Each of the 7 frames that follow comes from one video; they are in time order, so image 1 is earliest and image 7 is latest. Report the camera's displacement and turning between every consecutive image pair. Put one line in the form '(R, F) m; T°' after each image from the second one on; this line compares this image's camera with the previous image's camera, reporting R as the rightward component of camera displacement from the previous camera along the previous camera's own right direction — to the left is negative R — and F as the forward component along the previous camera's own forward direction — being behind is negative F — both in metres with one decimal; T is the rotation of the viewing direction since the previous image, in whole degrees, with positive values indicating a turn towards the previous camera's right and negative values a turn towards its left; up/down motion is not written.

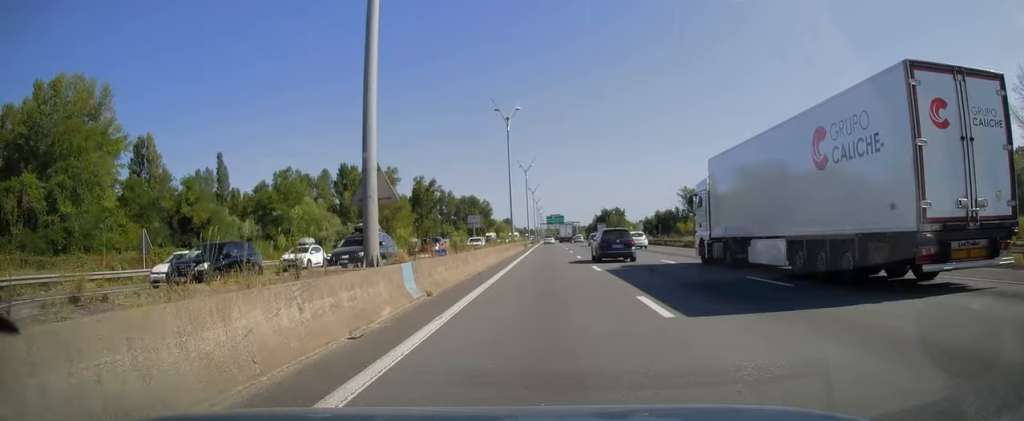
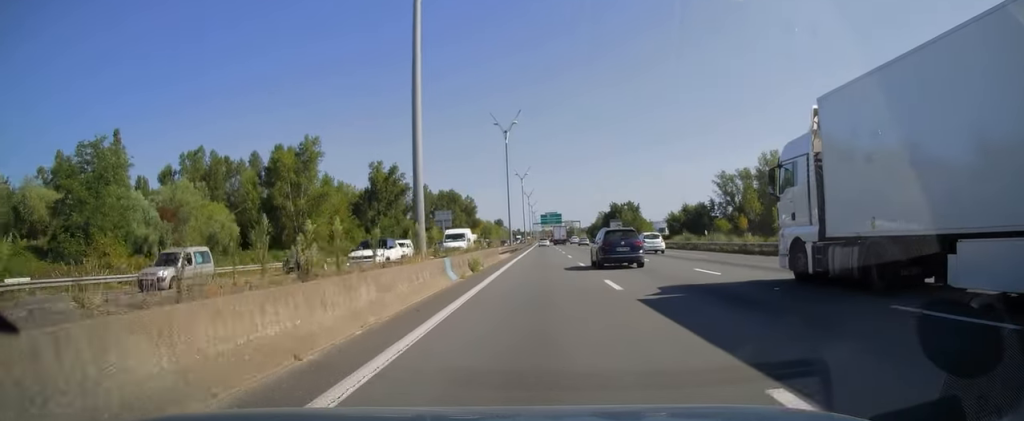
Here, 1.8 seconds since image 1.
(+0.4, +46.6) m; +1°
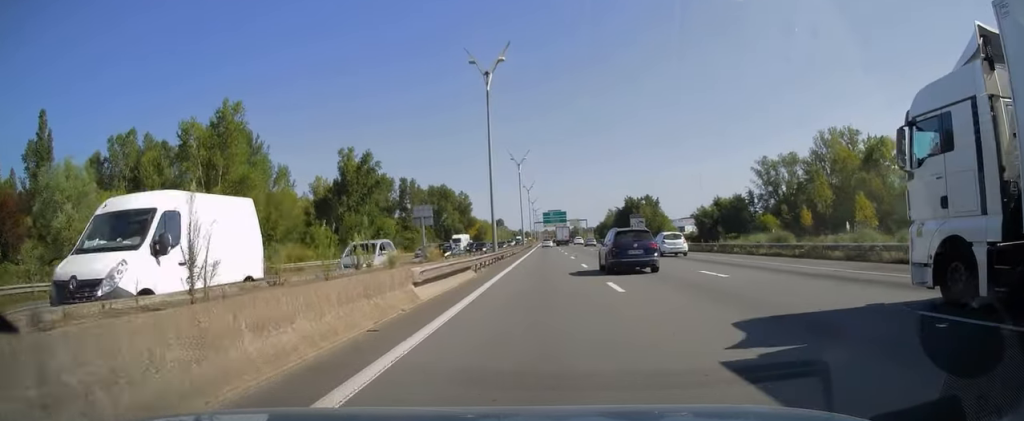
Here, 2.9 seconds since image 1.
(0.0, +26.5) m; 0°
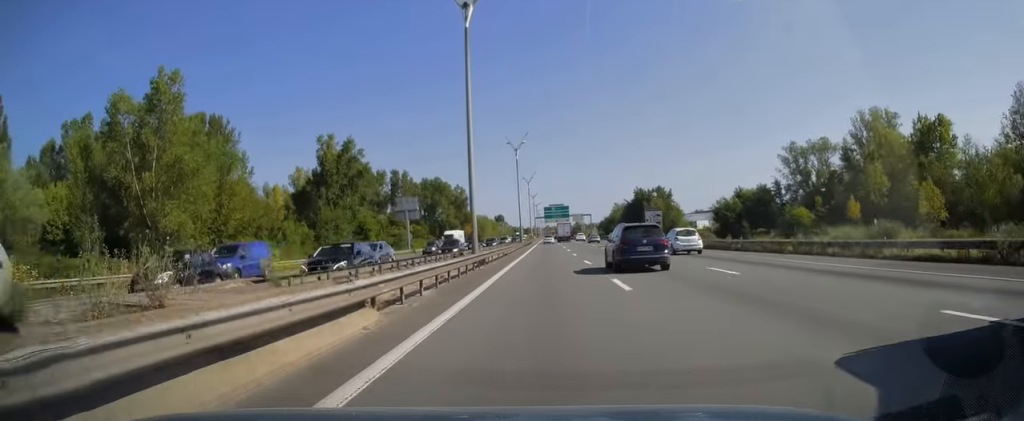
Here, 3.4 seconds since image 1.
(0.0, +13.7) m; 0°
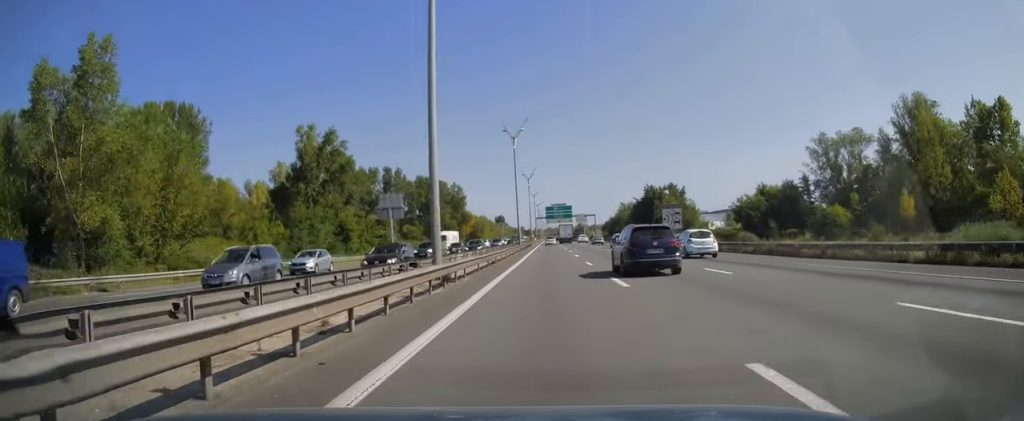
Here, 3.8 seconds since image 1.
(0.0, +11.5) m; 0°
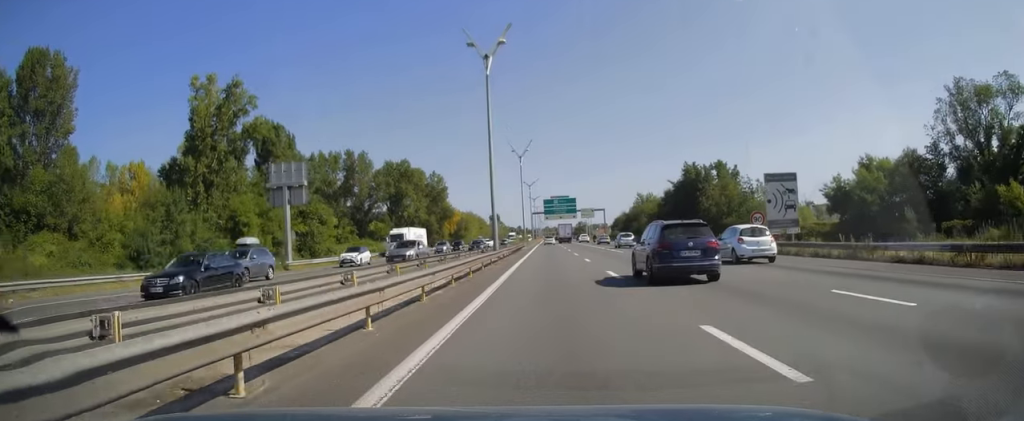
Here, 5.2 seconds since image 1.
(-0.1, +35.8) m; 0°
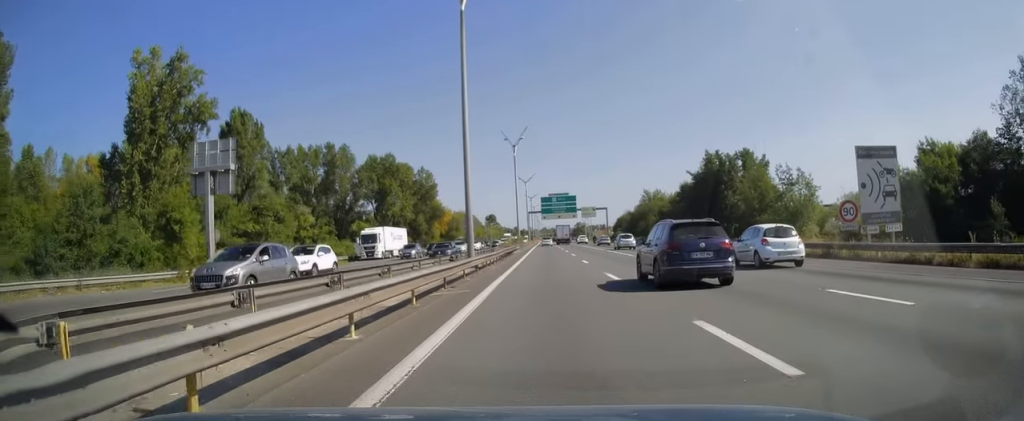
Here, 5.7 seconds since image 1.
(0.0, +12.8) m; 0°
